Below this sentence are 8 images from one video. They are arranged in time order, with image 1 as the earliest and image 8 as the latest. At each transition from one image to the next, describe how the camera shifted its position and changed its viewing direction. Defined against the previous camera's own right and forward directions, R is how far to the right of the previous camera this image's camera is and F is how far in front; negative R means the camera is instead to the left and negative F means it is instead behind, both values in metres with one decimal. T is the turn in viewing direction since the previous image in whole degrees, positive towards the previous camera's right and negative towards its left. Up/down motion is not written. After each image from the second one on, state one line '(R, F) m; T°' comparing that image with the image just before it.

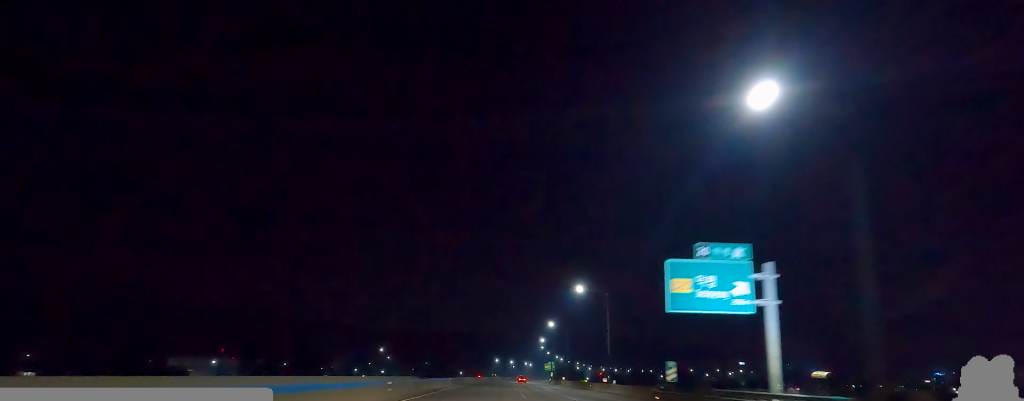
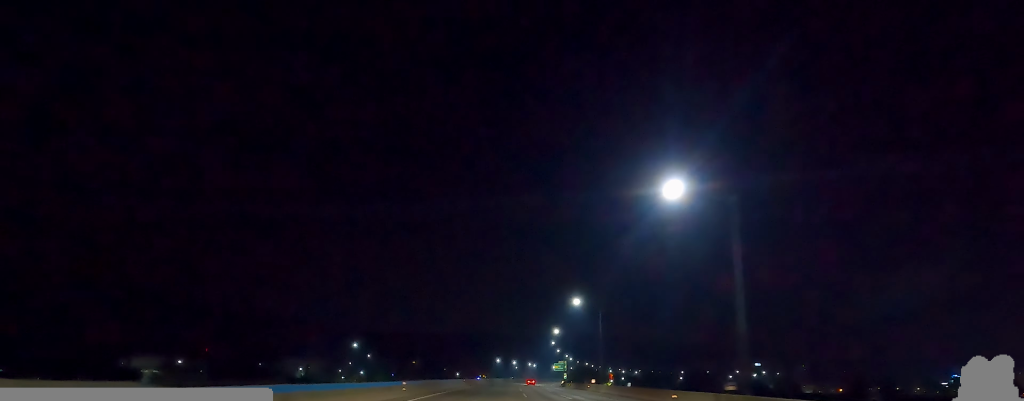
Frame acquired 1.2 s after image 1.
(-1.1, +35.0) m; -2°
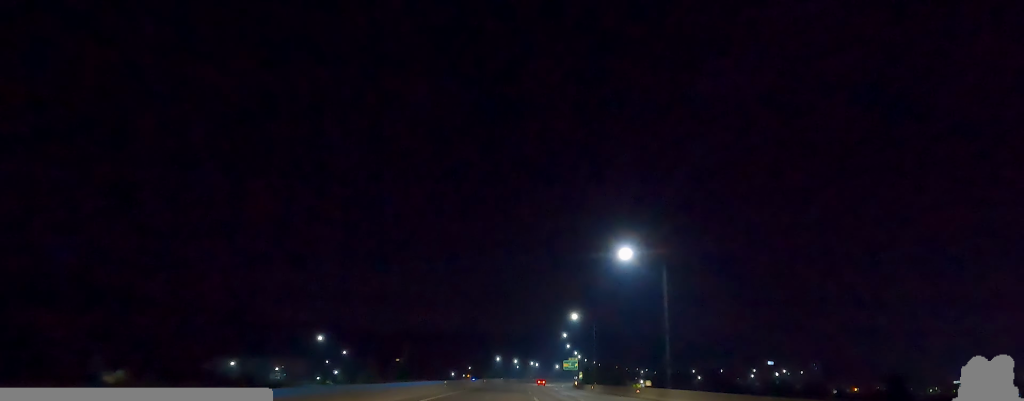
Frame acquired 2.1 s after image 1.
(+0.3, +28.8) m; +2°
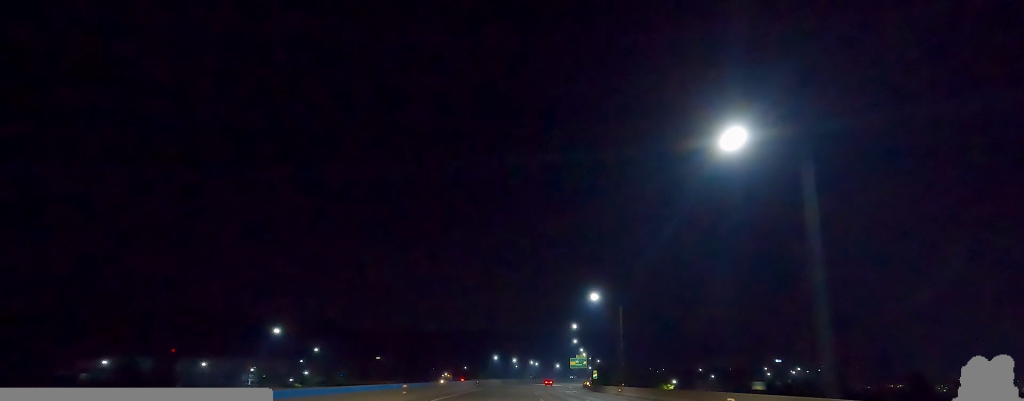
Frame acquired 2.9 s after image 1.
(+0.5, +21.6) m; +1°
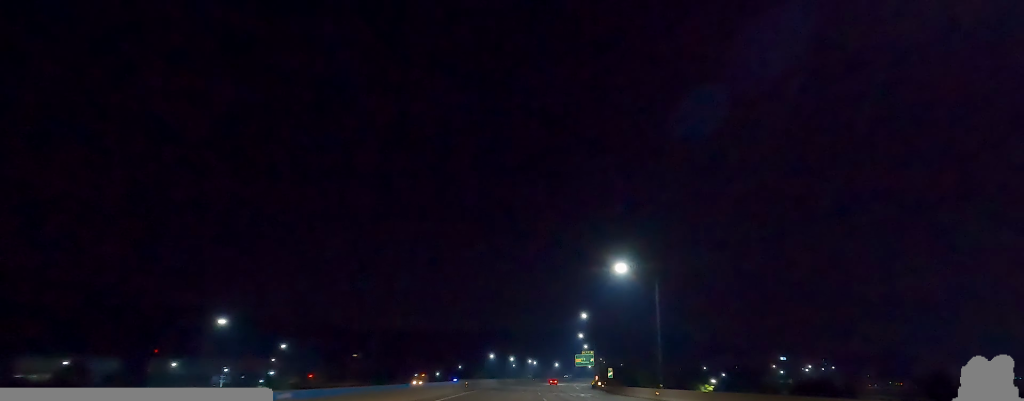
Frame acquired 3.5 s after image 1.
(0.0, +17.5) m; 0°
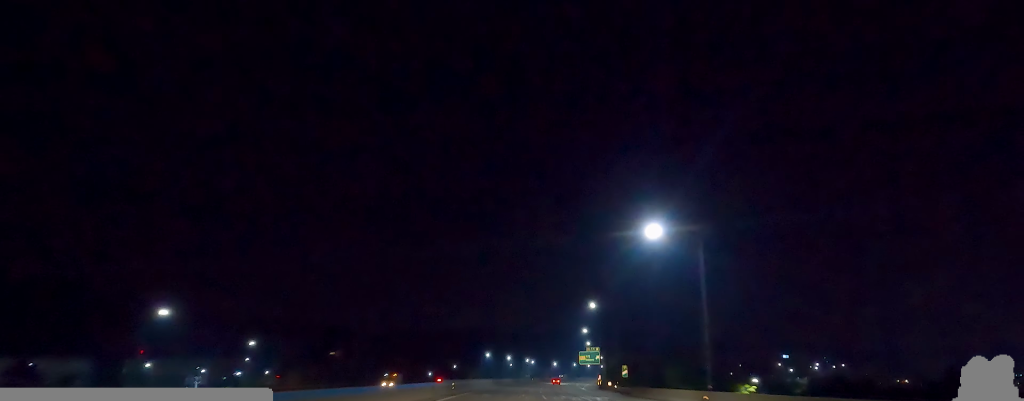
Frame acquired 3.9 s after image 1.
(+0.1, +12.4) m; 0°
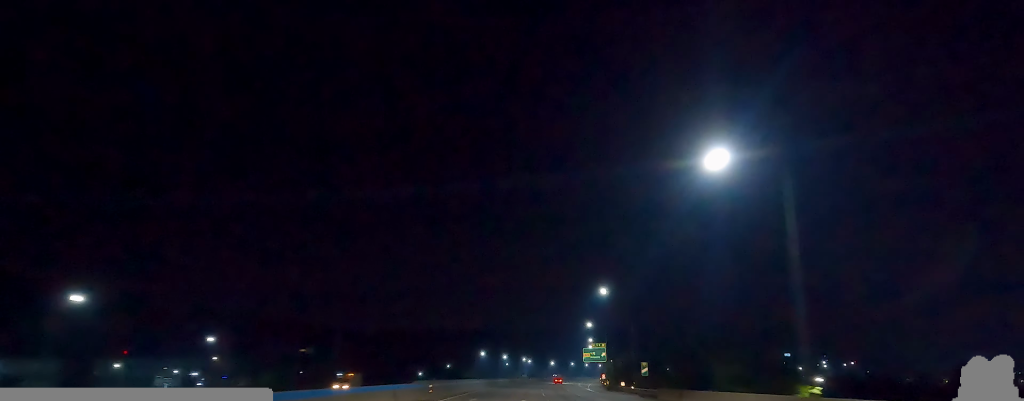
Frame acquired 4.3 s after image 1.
(0.0, +12.4) m; 0°
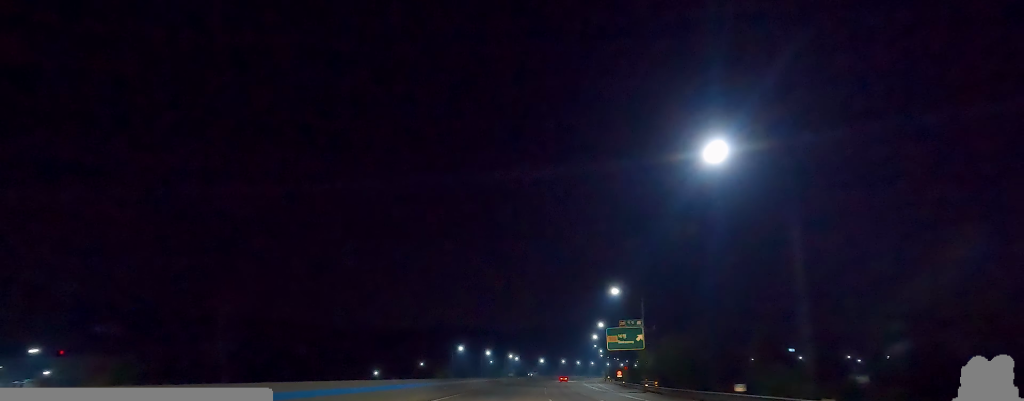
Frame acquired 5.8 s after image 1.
(+0.7, +40.7) m; +3°
